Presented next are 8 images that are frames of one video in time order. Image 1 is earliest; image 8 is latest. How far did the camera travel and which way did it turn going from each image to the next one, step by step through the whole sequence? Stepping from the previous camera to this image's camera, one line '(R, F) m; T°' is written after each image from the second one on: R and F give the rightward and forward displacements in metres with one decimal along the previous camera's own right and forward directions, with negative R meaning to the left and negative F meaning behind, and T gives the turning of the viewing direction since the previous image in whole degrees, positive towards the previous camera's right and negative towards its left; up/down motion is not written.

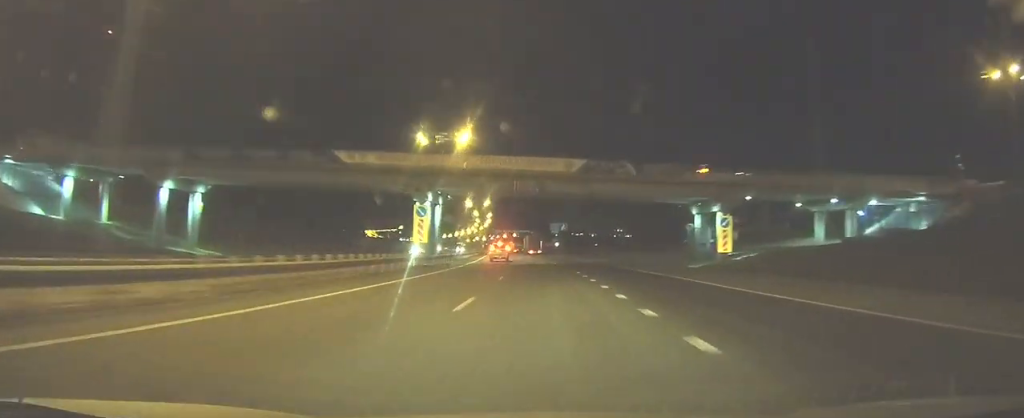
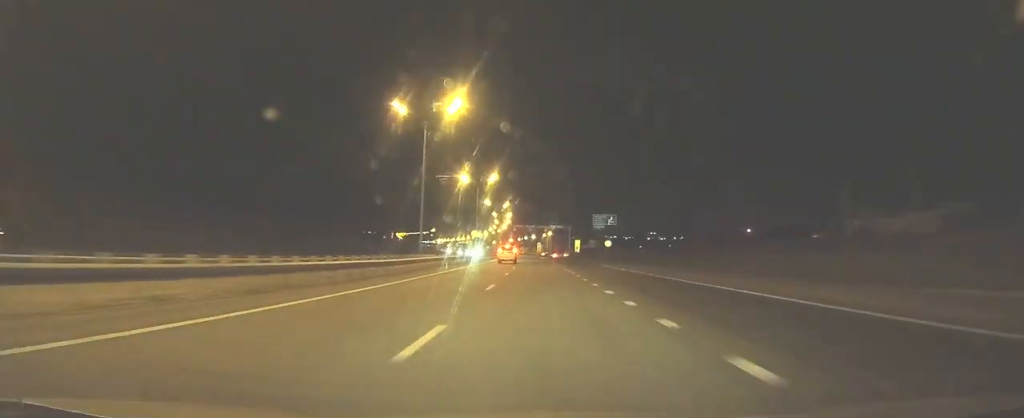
(-1.2, +54.2) m; -2°
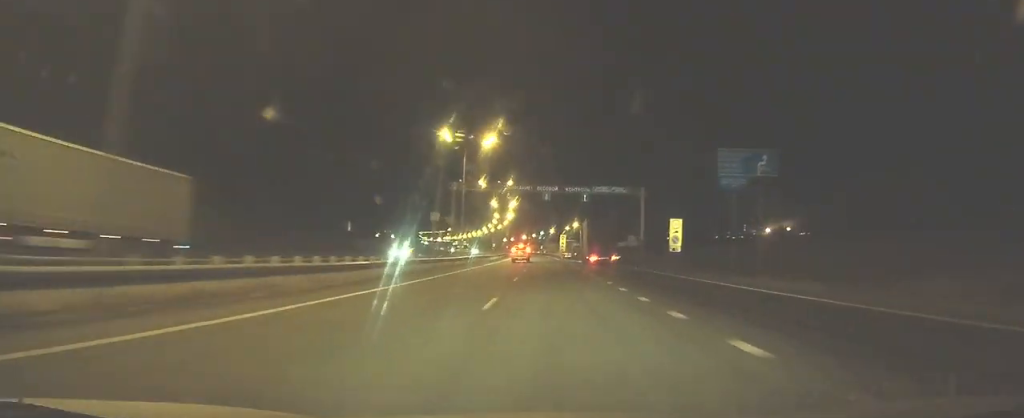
(-1.6, +74.7) m; -2°
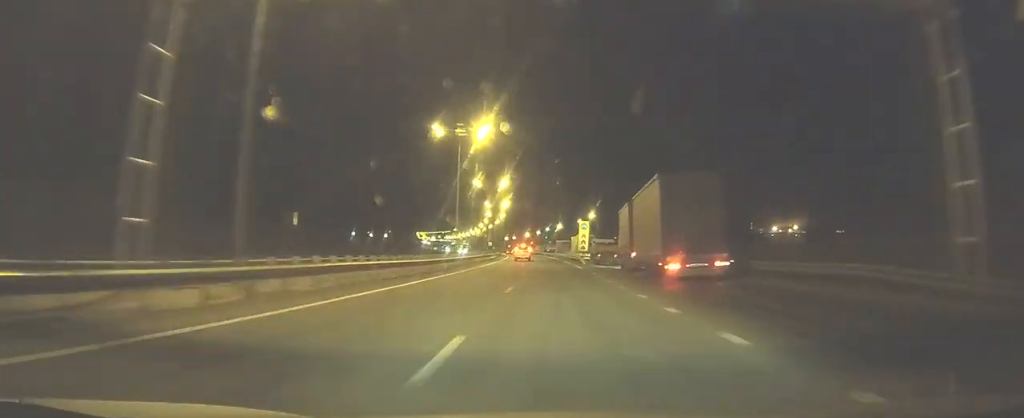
(-0.2, +42.5) m; -1°
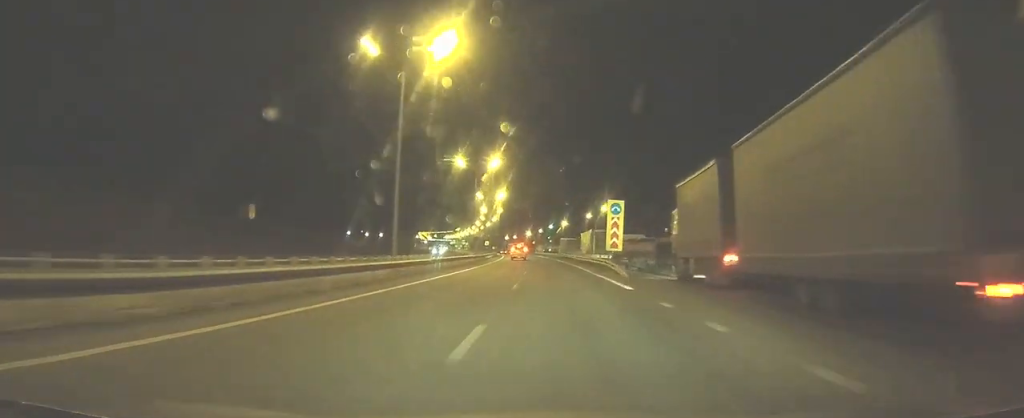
(0.0, +23.3) m; 0°
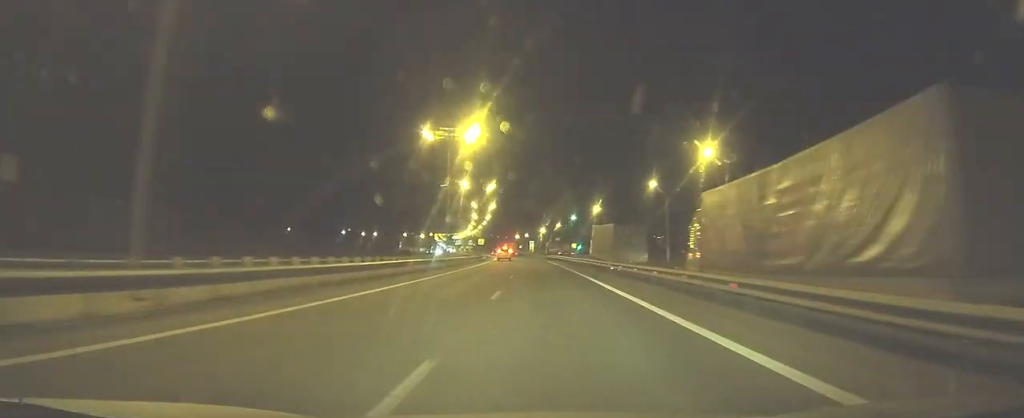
(-1.1, +65.0) m; -2°
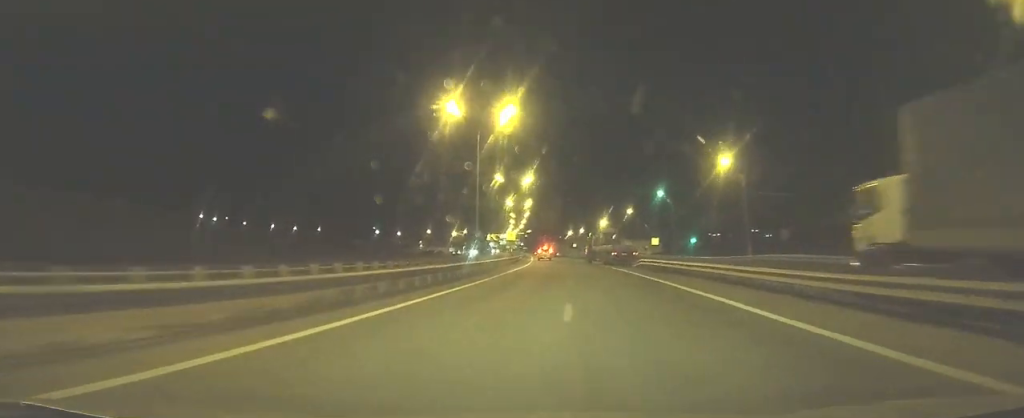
(-1.3, +52.3) m; -3°
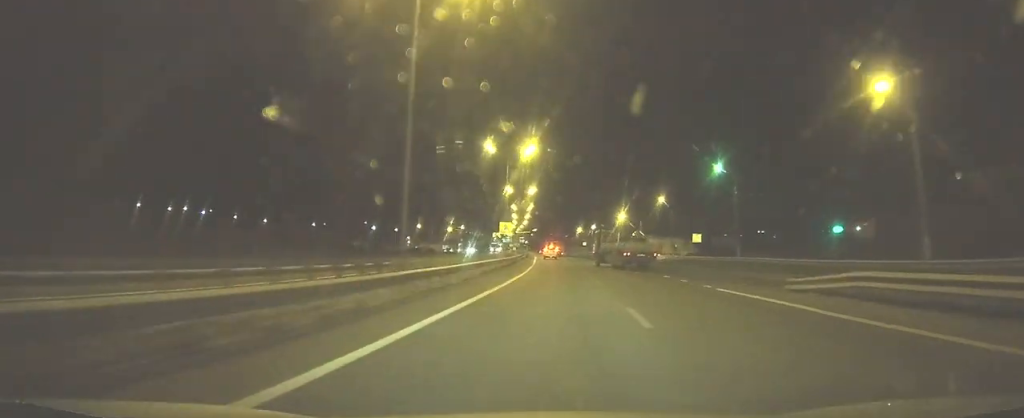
(-0.3, +24.4) m; -1°
